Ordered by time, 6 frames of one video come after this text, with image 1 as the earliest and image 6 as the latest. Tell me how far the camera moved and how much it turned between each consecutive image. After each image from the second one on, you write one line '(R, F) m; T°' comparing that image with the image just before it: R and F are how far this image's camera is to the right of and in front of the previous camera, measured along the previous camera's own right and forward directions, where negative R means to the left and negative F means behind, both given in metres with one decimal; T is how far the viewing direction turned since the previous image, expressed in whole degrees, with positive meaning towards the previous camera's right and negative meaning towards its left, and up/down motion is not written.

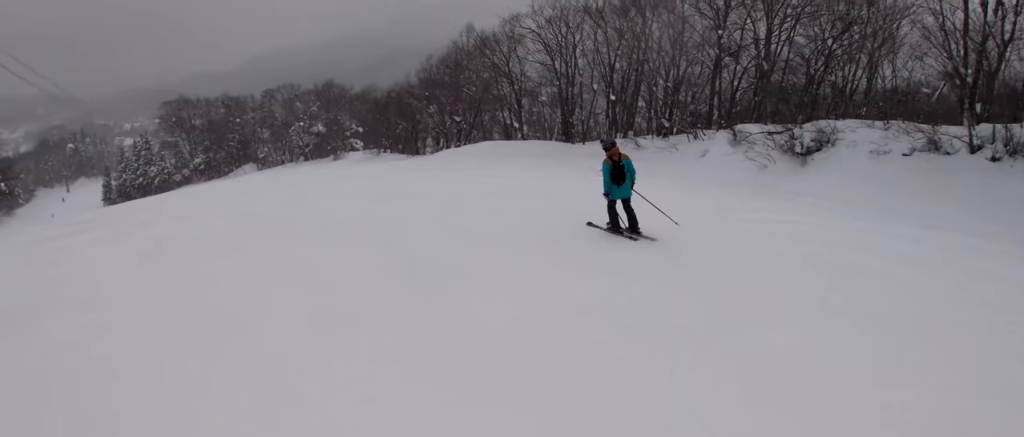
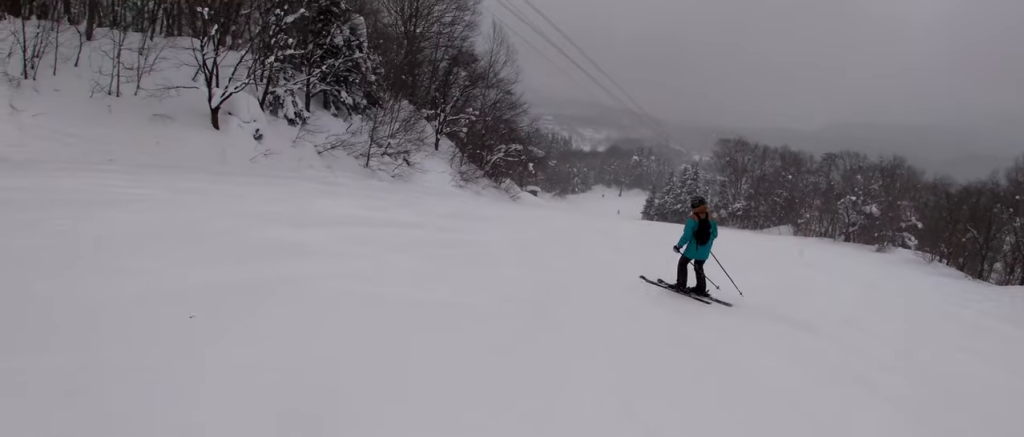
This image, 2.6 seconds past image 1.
(-1.7, +8.5) m; -51°
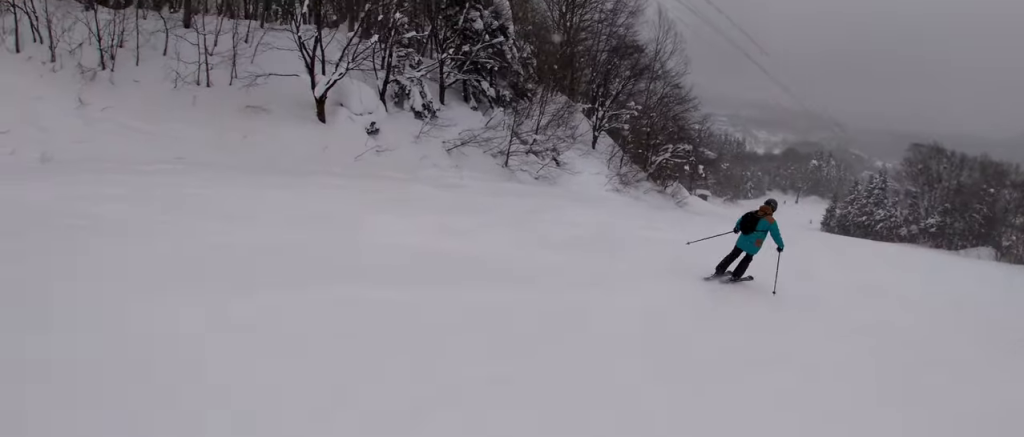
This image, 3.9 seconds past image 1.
(-0.7, +5.8) m; +7°
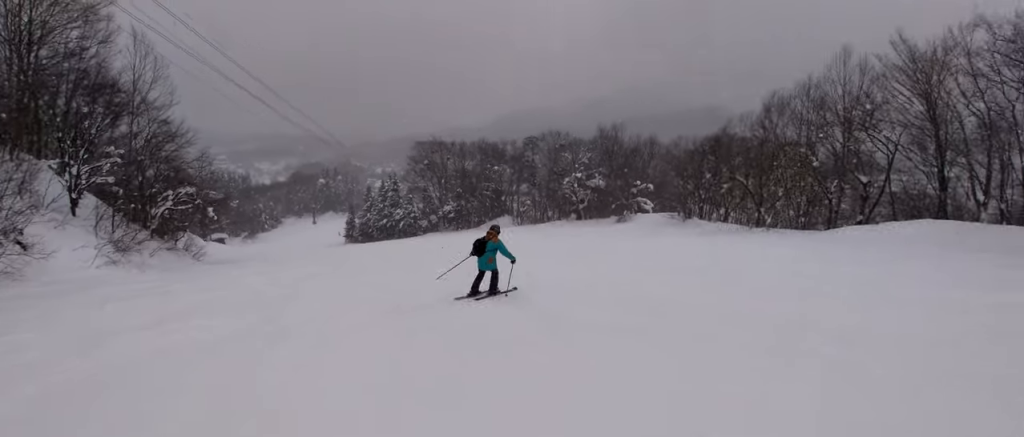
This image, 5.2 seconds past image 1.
(+1.6, +6.2) m; +39°
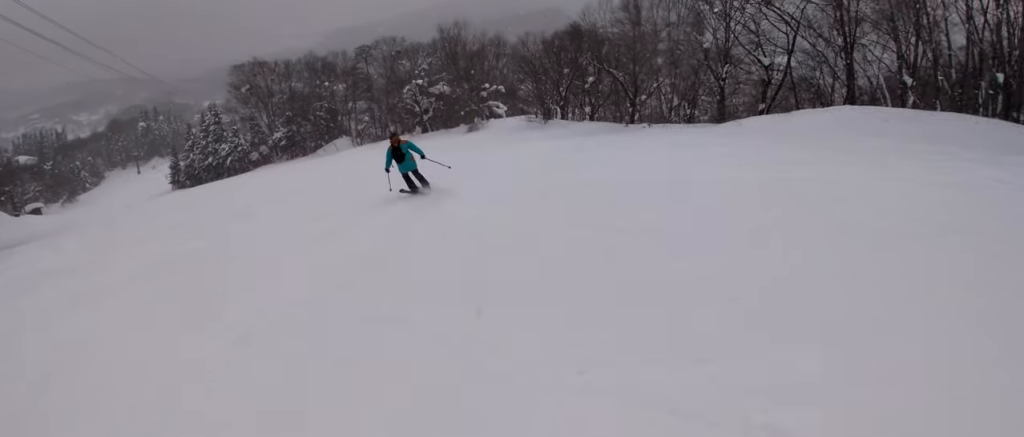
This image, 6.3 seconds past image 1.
(+1.4, +5.9) m; -3°
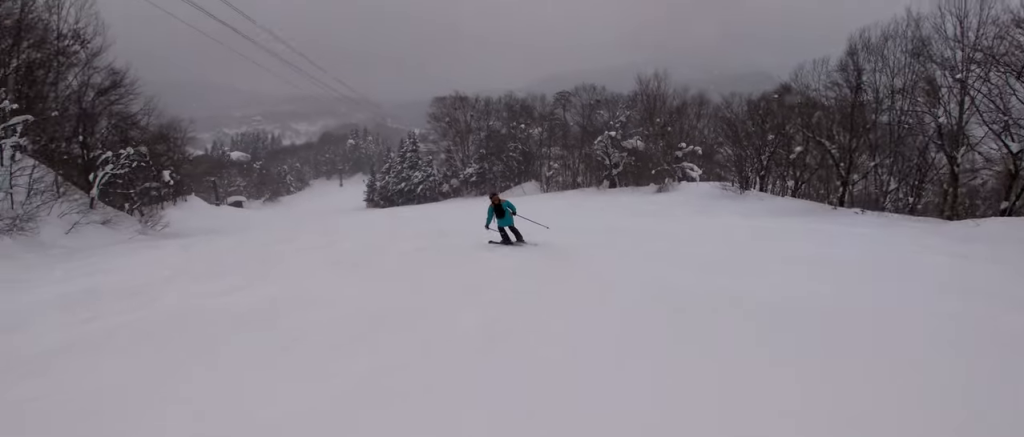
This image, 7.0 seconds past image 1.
(-0.6, +3.6) m; -22°
